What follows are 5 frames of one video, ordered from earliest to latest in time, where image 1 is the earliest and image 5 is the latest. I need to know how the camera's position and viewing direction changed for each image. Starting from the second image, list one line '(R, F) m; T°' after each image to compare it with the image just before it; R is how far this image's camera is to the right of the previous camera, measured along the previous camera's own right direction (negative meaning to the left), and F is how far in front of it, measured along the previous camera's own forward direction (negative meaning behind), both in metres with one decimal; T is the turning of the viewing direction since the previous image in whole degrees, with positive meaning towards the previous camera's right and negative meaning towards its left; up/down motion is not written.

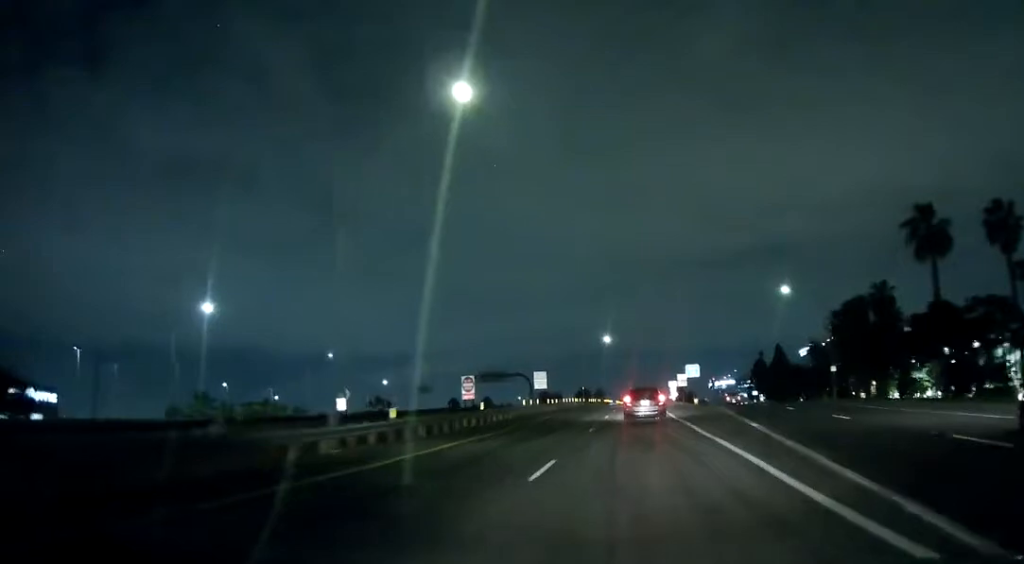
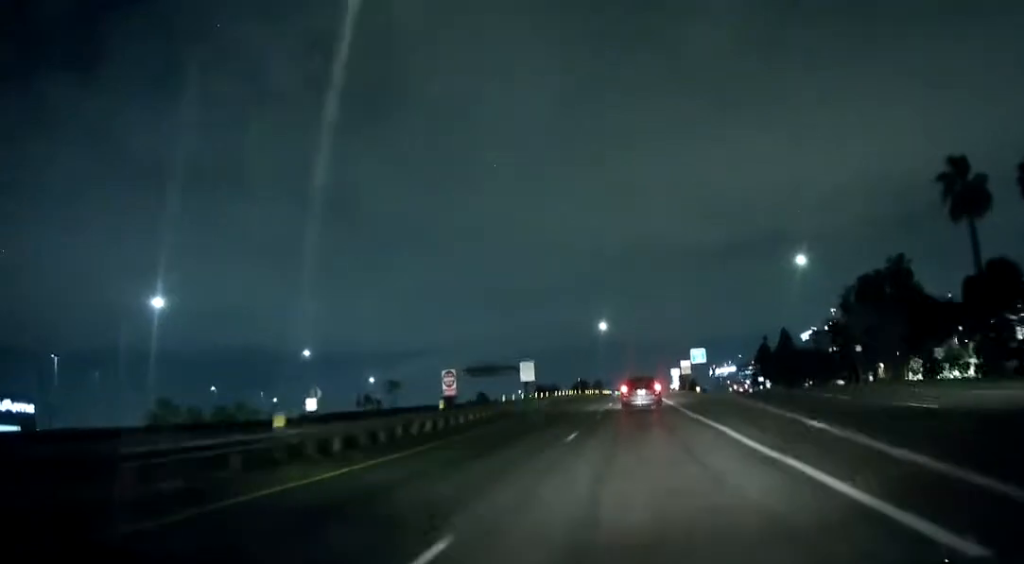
(0.0, +8.3) m; 0°
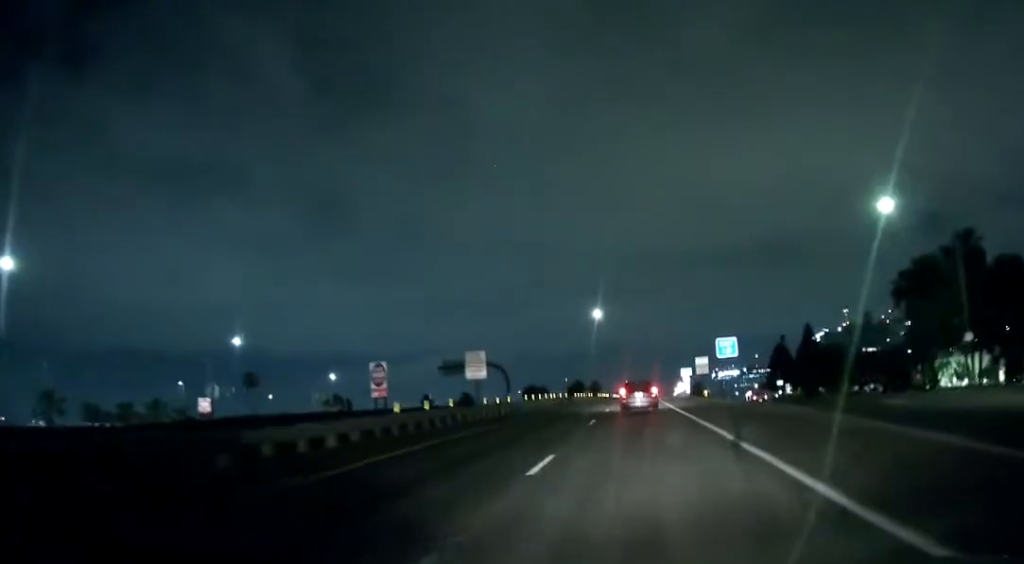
(0.0, +22.0) m; 0°
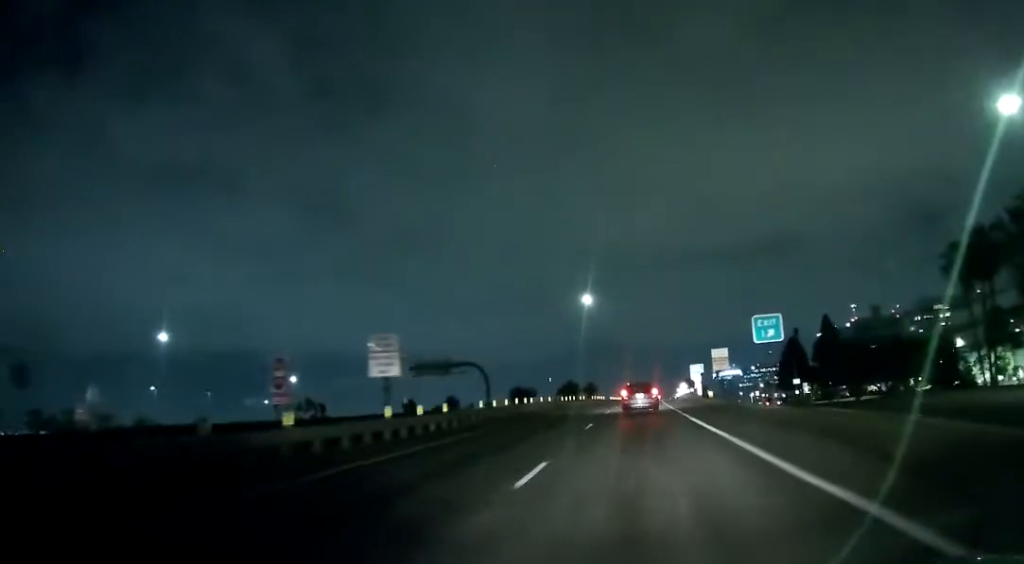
(0.0, +15.7) m; 0°
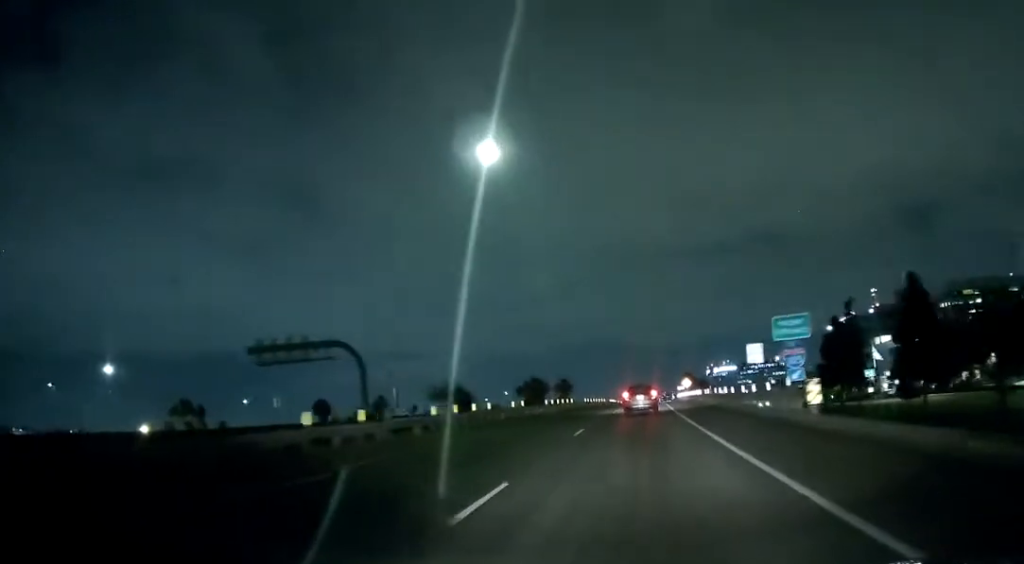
(+0.3, +47.8) m; +1°
